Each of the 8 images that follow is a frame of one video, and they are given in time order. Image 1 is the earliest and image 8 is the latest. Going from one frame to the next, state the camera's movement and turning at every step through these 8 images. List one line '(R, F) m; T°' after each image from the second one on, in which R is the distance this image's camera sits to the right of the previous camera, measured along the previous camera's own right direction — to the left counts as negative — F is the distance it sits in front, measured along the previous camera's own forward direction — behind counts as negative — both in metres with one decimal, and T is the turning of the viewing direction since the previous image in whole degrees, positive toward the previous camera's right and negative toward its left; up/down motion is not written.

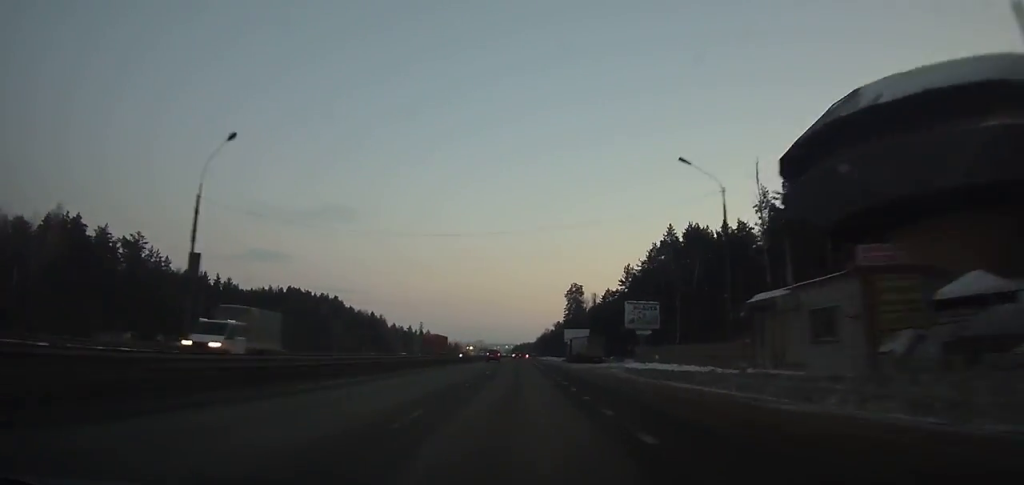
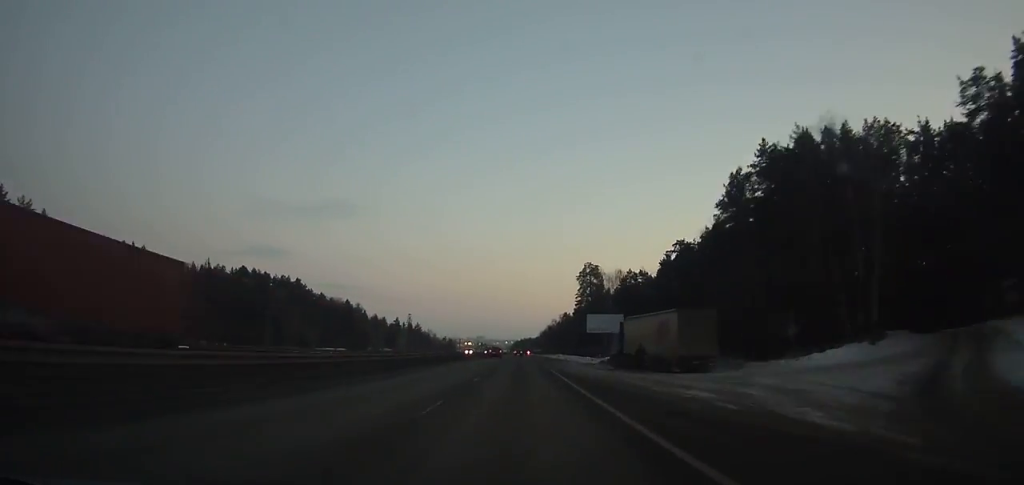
(-0.2, +46.1) m; 0°
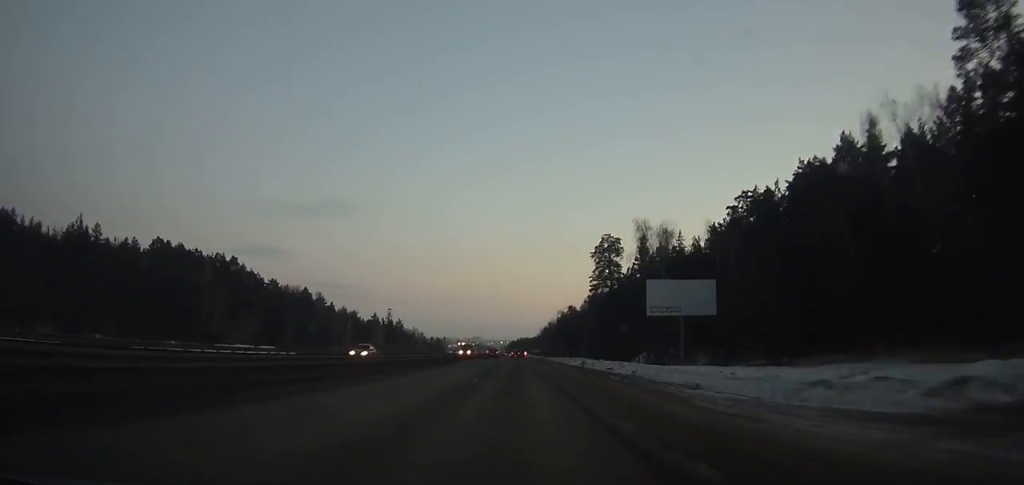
(+0.2, +47.2) m; 0°
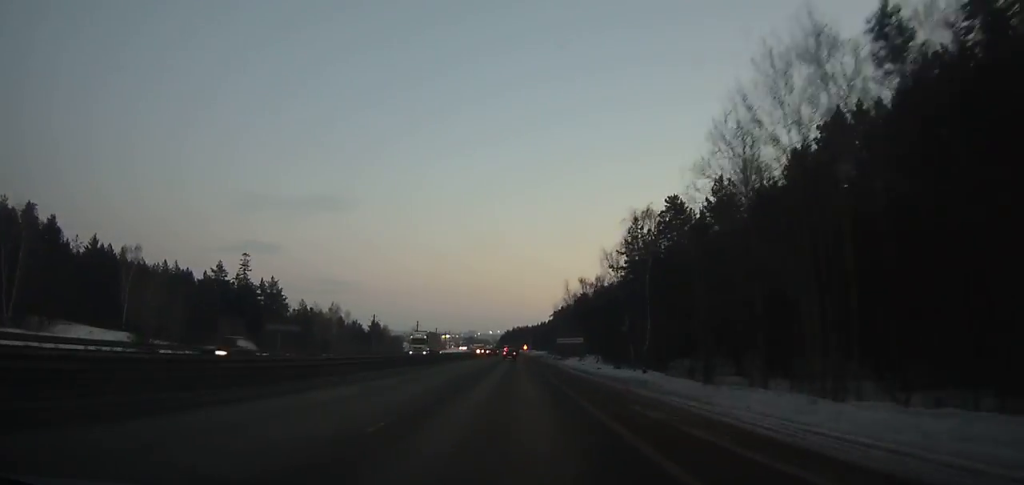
(+0.7, +163.3) m; 0°
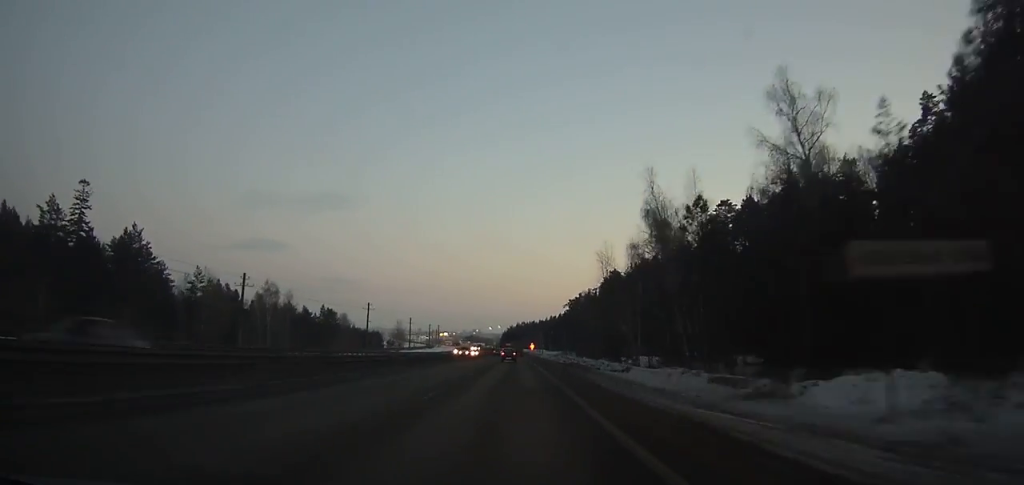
(0.0, +64.7) m; 0°
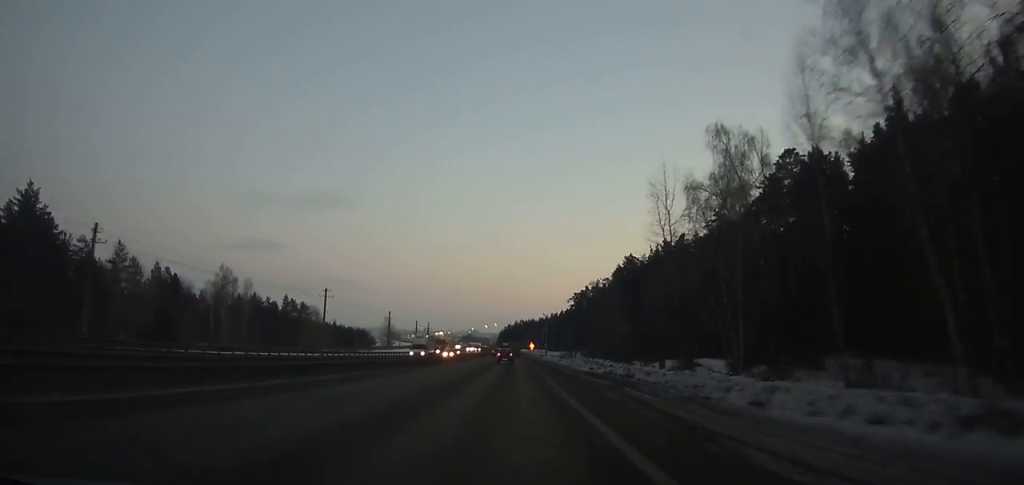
(0.0, +25.4) m; 0°
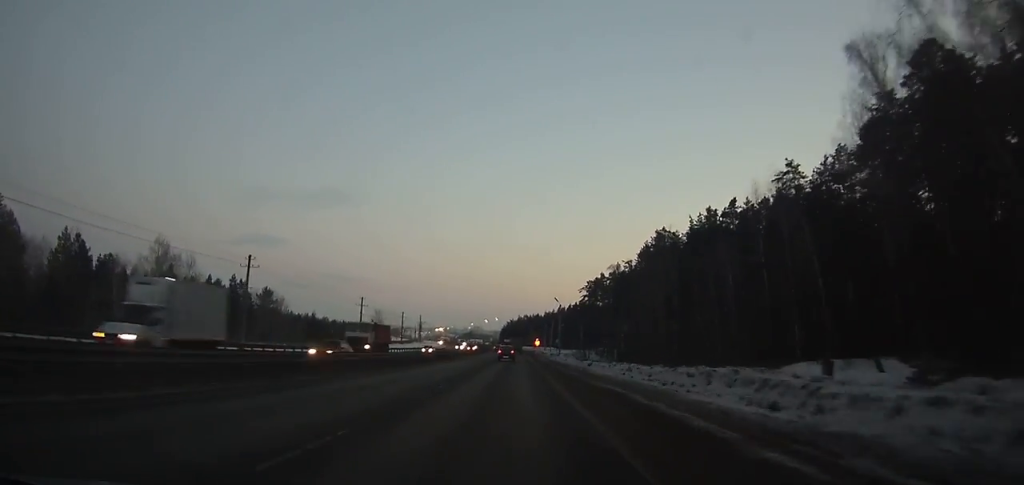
(+0.1, +29.0) m; 0°
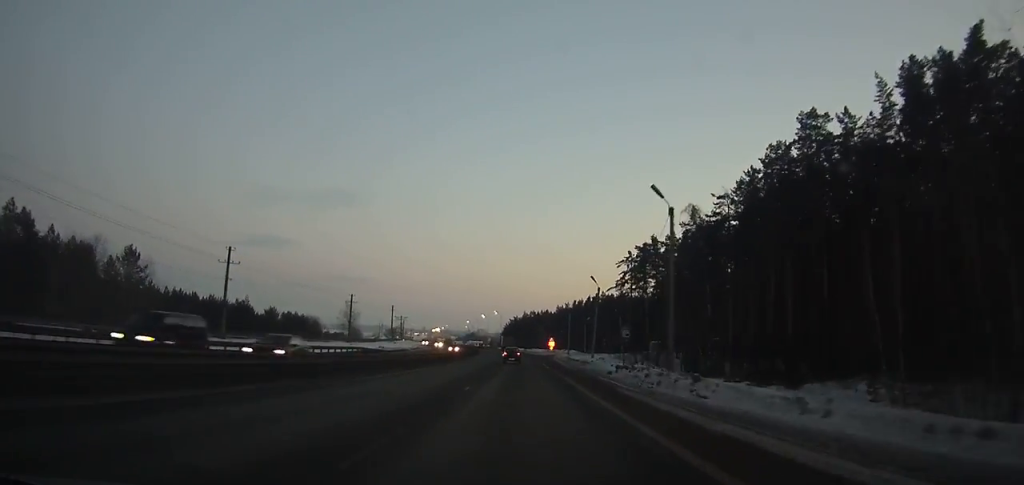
(-0.3, +59.0) m; -1°
